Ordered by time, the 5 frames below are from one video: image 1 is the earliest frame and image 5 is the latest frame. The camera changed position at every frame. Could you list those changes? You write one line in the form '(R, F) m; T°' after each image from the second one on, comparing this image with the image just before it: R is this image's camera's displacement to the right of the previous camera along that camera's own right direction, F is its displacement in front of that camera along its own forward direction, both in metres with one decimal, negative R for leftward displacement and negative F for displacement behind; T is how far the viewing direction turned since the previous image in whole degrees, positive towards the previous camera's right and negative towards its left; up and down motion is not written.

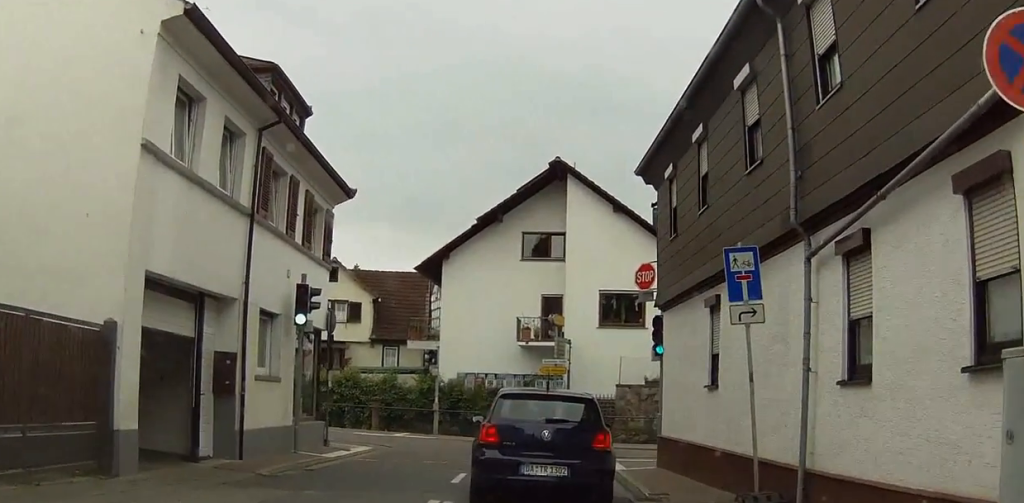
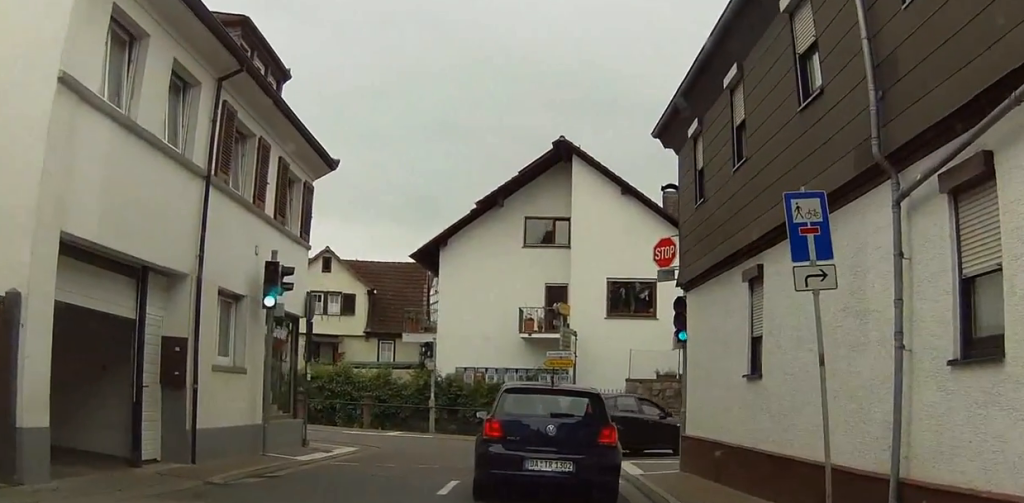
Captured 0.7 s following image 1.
(+0.1, +2.2) m; +2°
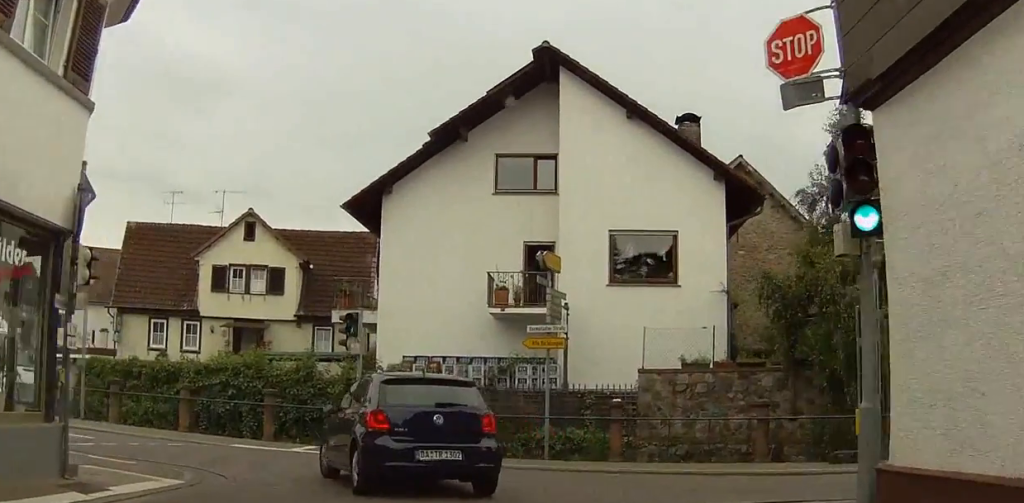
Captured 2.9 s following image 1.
(+0.1, +9.7) m; +1°
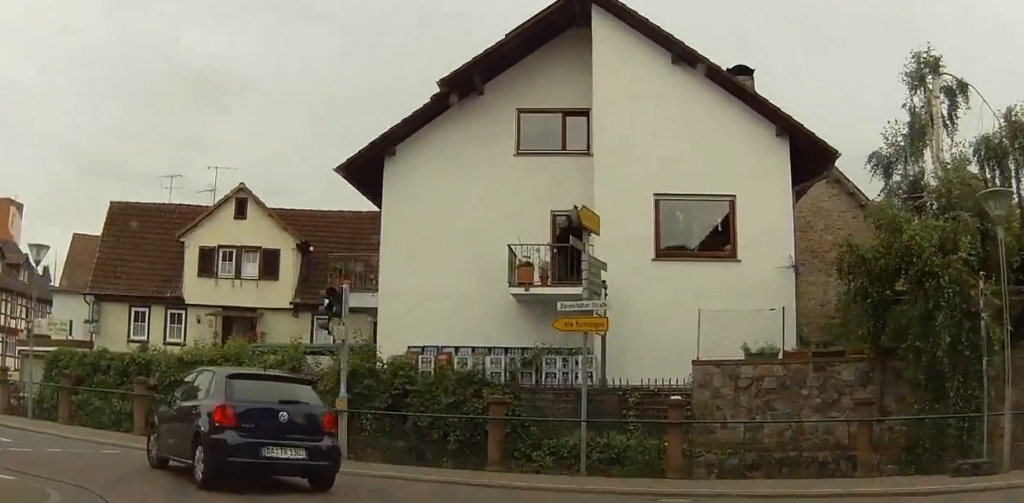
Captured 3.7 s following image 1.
(-0.2, +4.4) m; +4°
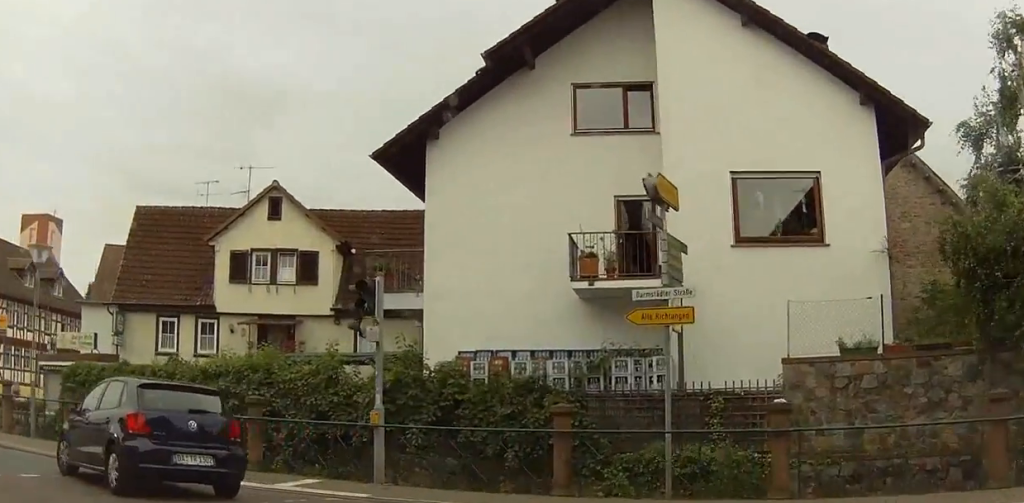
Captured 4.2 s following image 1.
(+0.4, +2.6) m; 0°
